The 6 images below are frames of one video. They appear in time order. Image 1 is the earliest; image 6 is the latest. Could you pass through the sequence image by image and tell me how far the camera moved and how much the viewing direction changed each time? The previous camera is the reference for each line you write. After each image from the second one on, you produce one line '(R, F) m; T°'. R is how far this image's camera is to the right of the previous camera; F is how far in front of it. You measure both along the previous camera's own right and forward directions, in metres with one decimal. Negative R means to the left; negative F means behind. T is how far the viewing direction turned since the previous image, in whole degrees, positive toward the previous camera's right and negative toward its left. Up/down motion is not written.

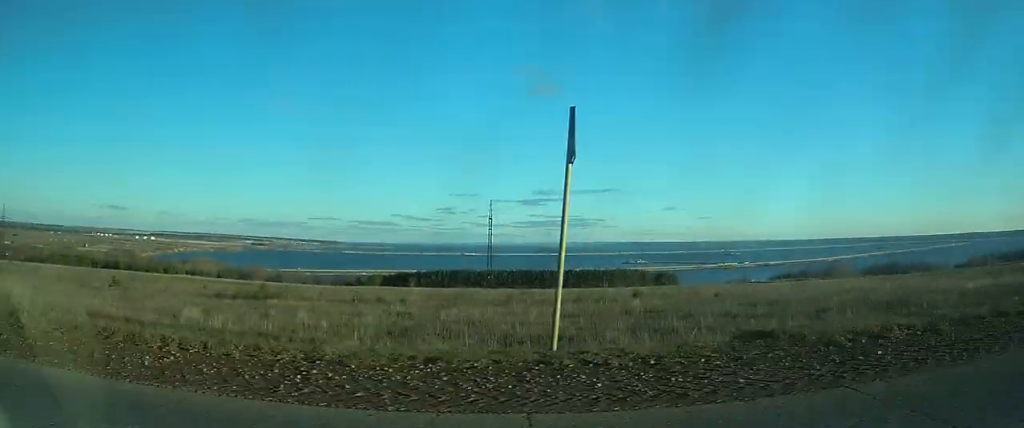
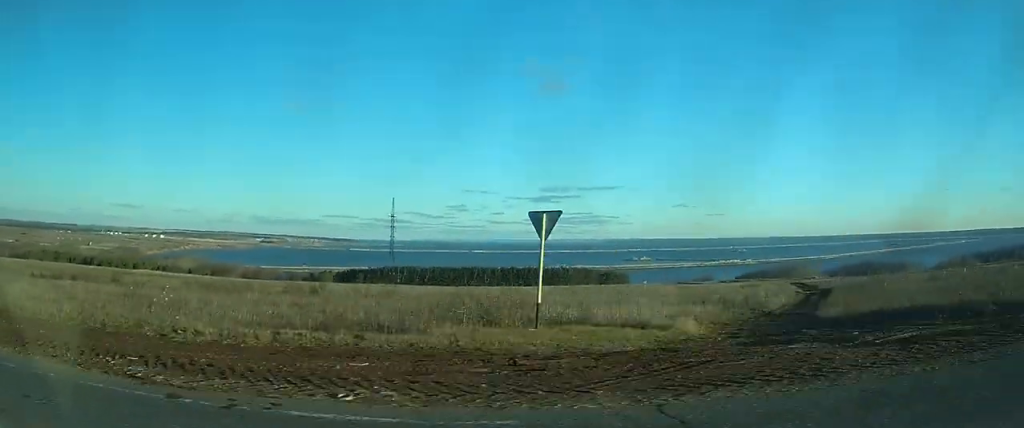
(-0.7, +37.6) m; -2°
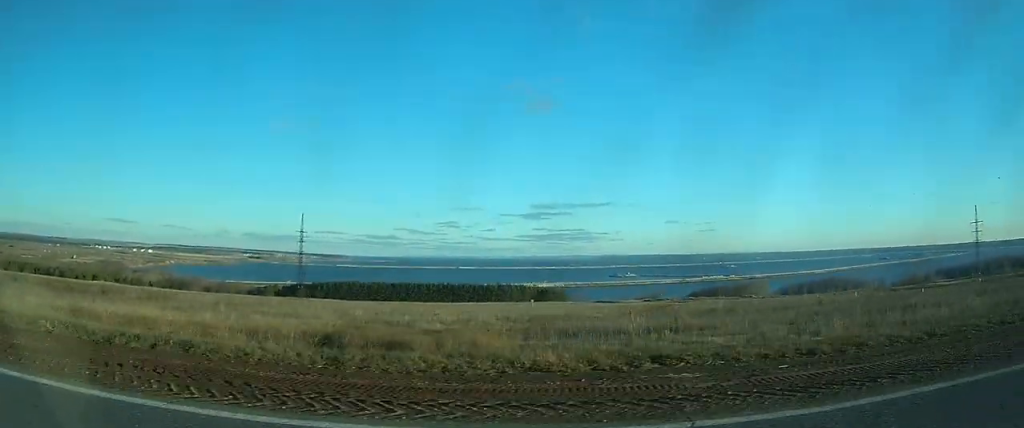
(-0.3, +29.2) m; -1°
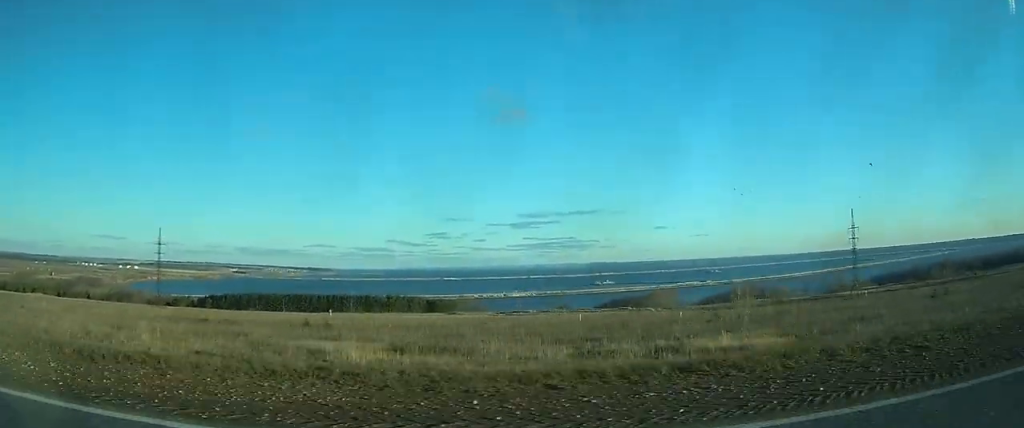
(-0.3, +52.3) m; 0°
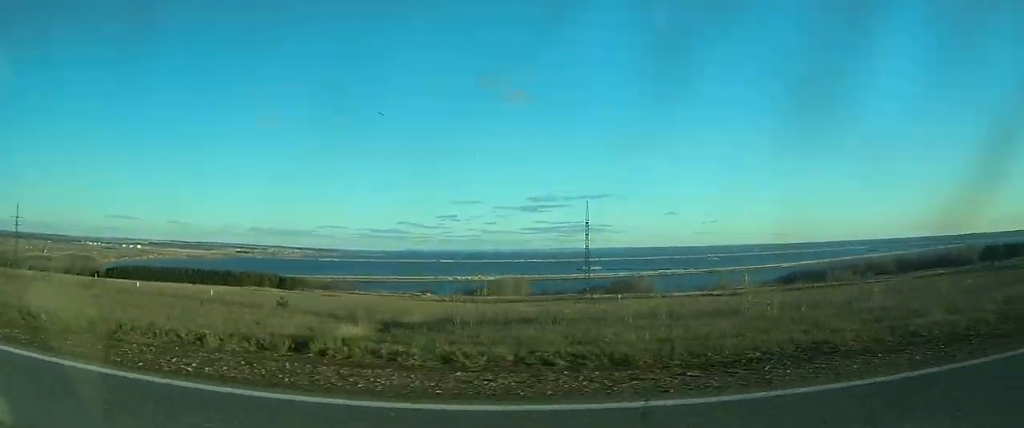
(-0.5, +83.1) m; -1°
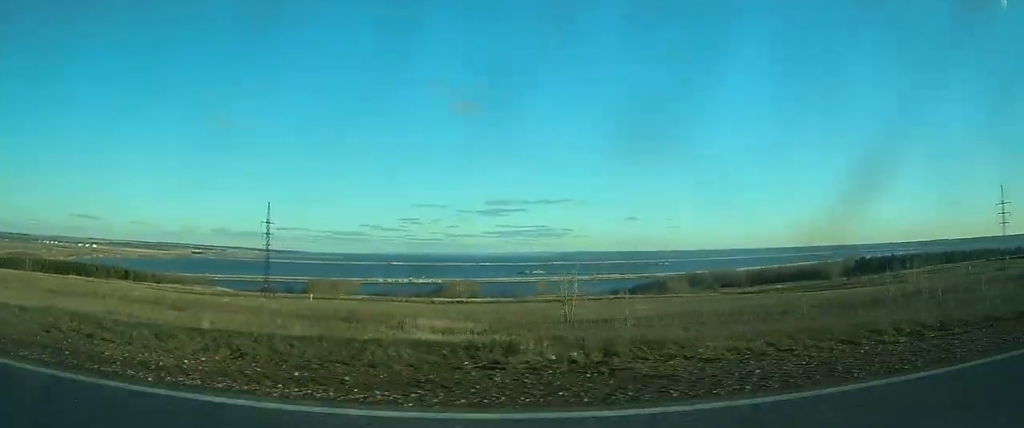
(+0.1, +82.3) m; 0°
